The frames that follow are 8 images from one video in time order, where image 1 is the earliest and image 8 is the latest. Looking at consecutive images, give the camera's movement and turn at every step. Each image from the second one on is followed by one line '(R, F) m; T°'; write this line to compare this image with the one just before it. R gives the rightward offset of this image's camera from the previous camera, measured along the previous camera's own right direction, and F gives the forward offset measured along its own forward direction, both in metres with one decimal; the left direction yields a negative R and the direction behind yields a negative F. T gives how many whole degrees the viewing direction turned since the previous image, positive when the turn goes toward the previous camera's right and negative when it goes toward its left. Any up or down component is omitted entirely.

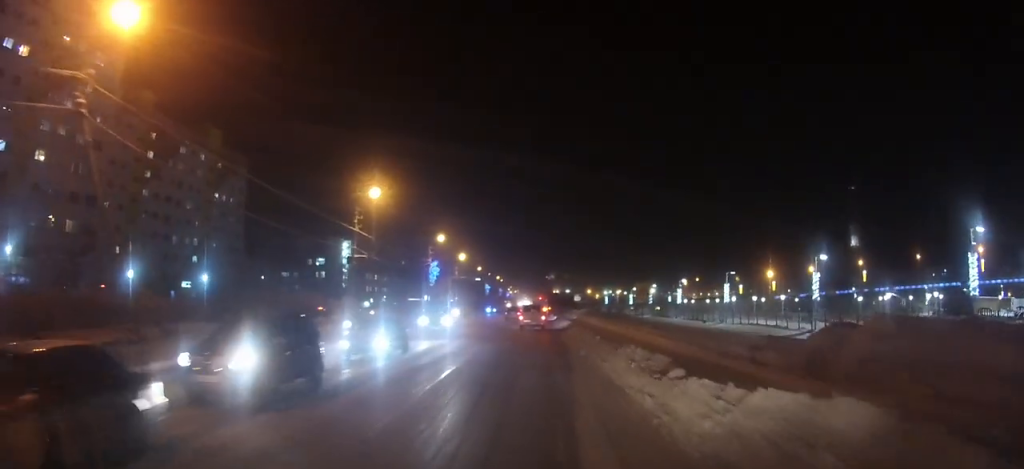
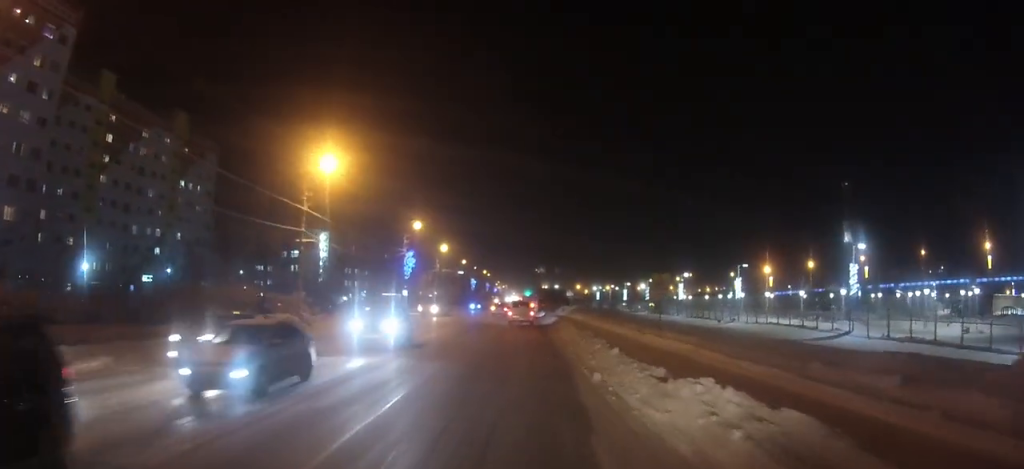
(+0.1, +8.1) m; +1°
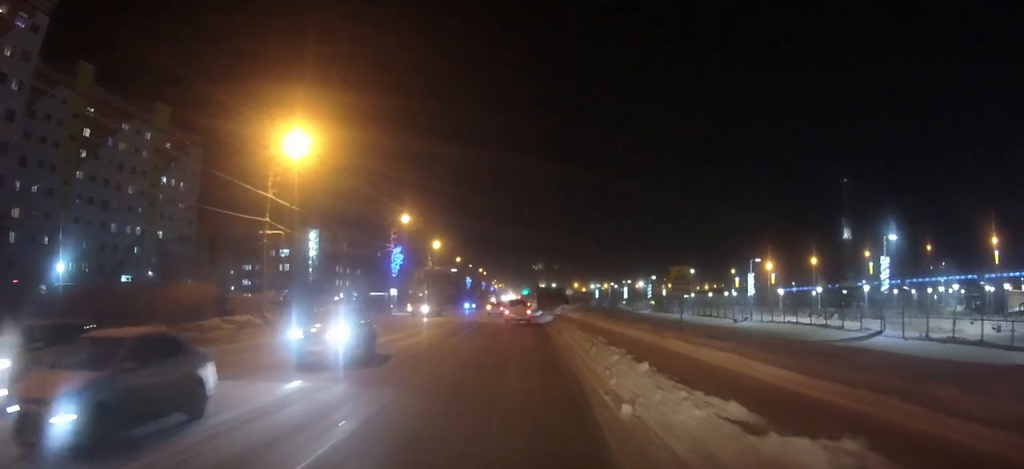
(0.0, +4.7) m; +1°
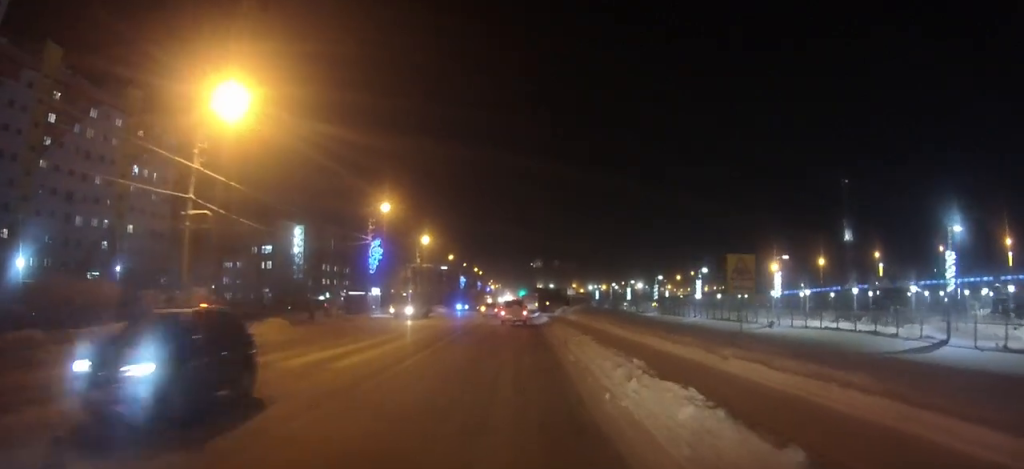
(+0.1, +7.5) m; +1°
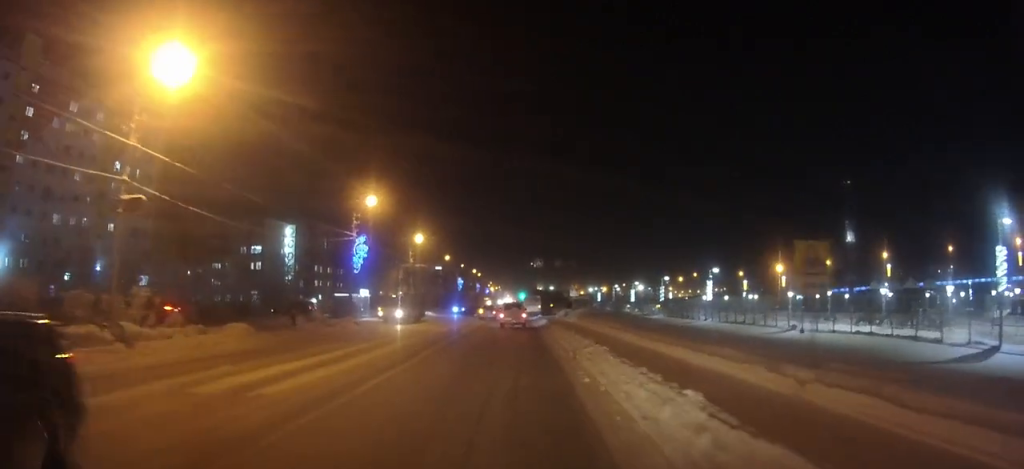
(0.0, +4.7) m; 0°
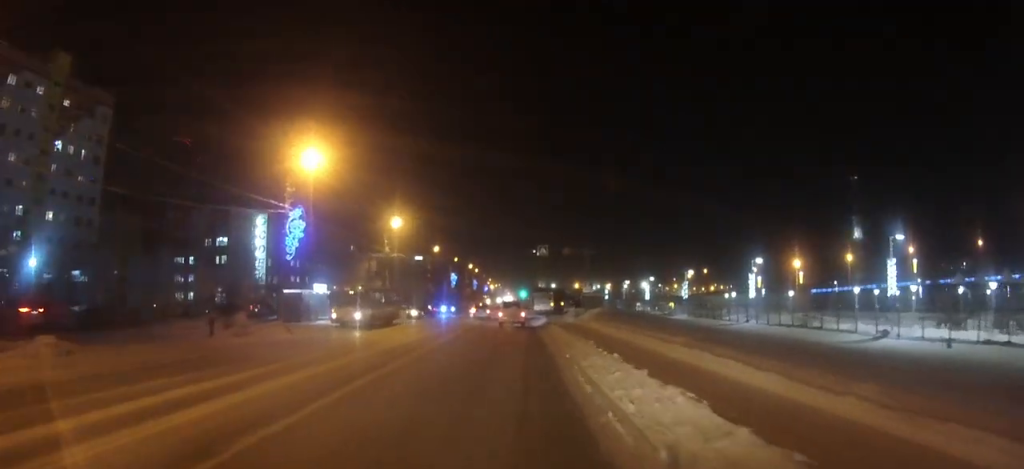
(0.0, +13.9) m; 0°
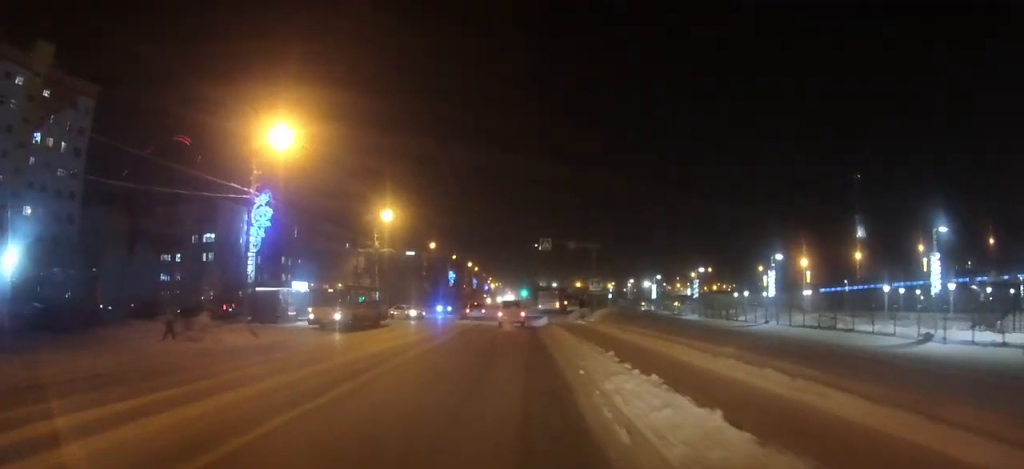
(0.0, +4.7) m; 0°
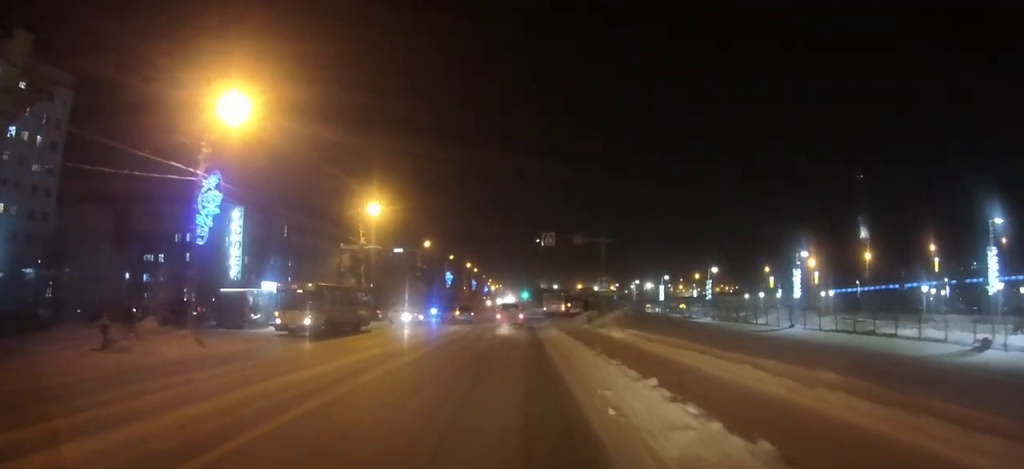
(0.0, +5.3) m; 0°
